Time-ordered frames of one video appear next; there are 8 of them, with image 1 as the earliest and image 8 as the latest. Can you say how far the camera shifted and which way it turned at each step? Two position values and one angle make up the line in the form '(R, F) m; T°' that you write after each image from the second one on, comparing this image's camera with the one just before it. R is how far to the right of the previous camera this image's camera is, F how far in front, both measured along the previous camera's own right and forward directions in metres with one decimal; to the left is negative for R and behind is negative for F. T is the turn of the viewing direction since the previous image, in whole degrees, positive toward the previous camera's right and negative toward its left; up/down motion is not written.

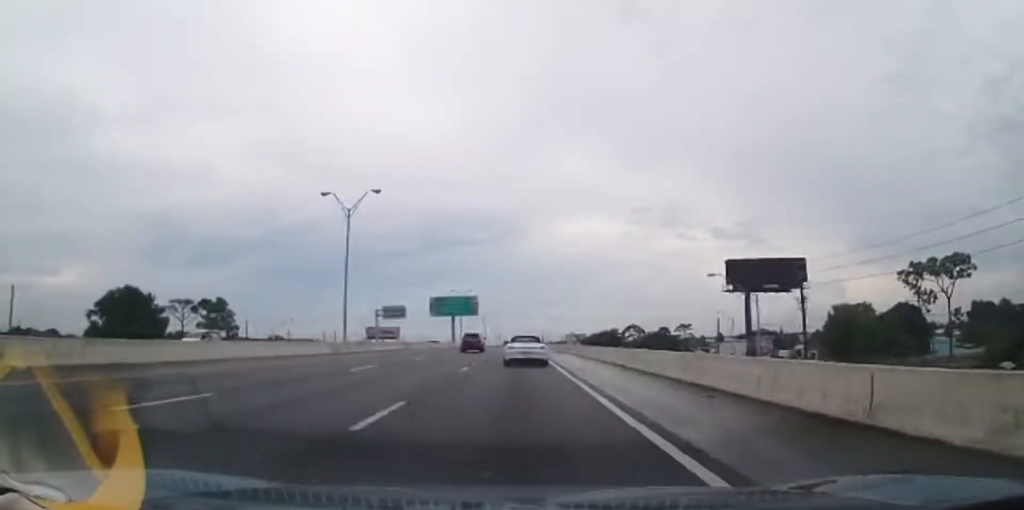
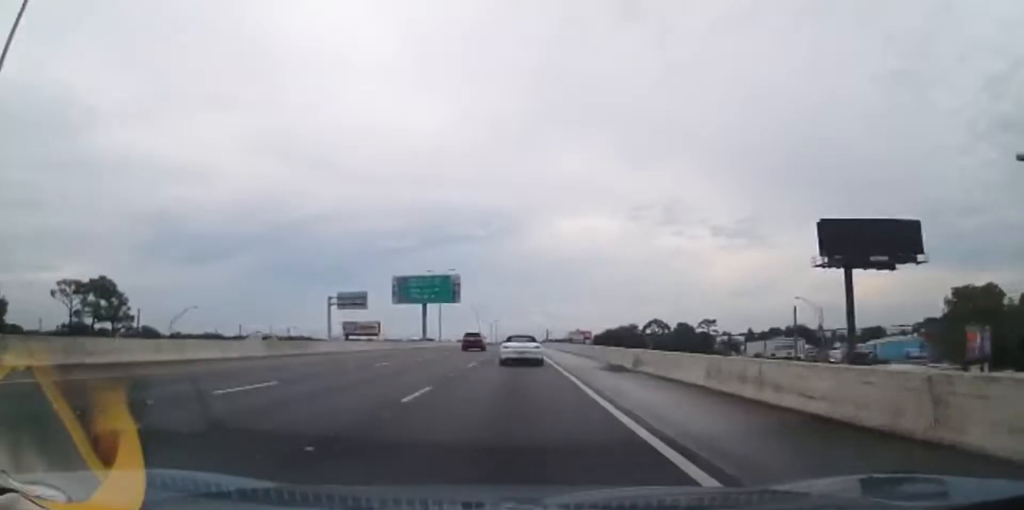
(-0.2, +33.4) m; -1°
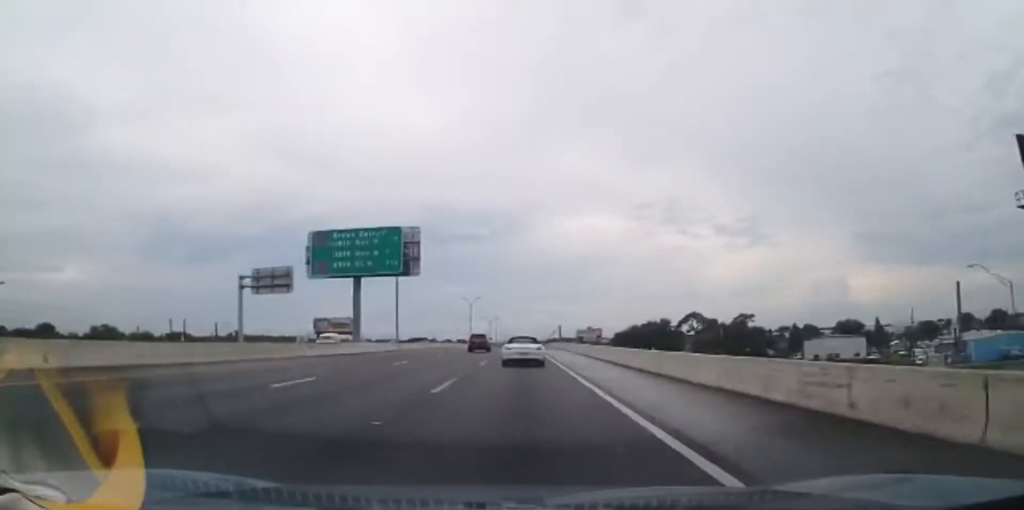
(-0.2, +34.2) m; 0°
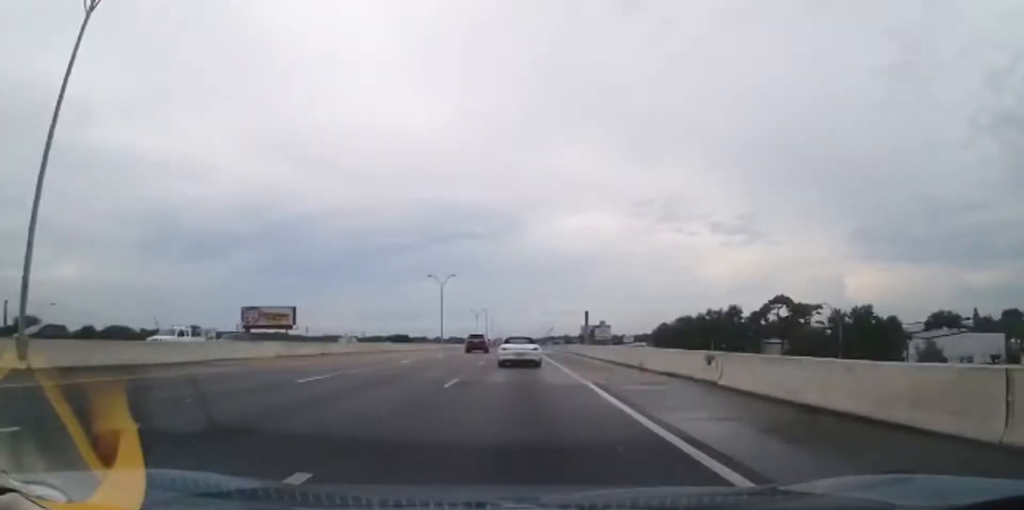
(+0.2, +47.1) m; +1°
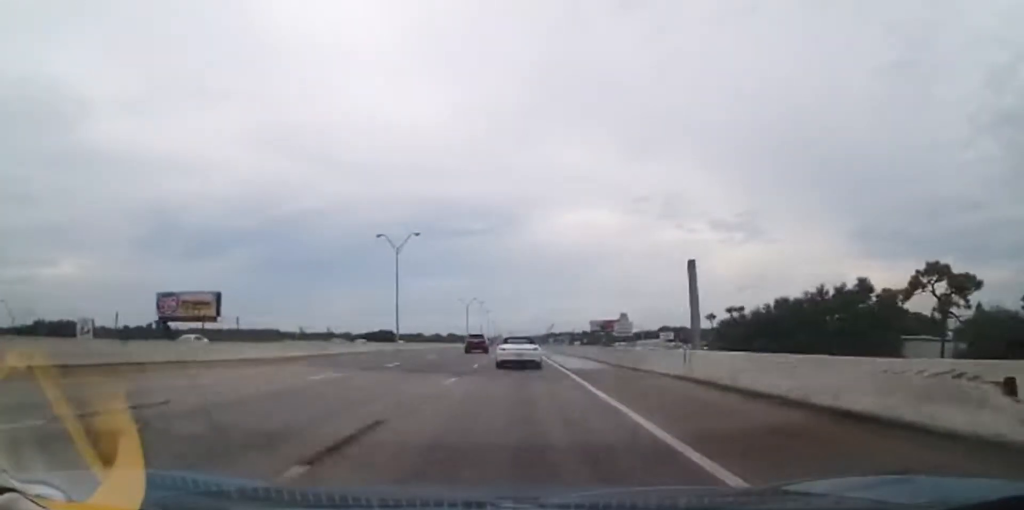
(+0.2, +34.6) m; 0°
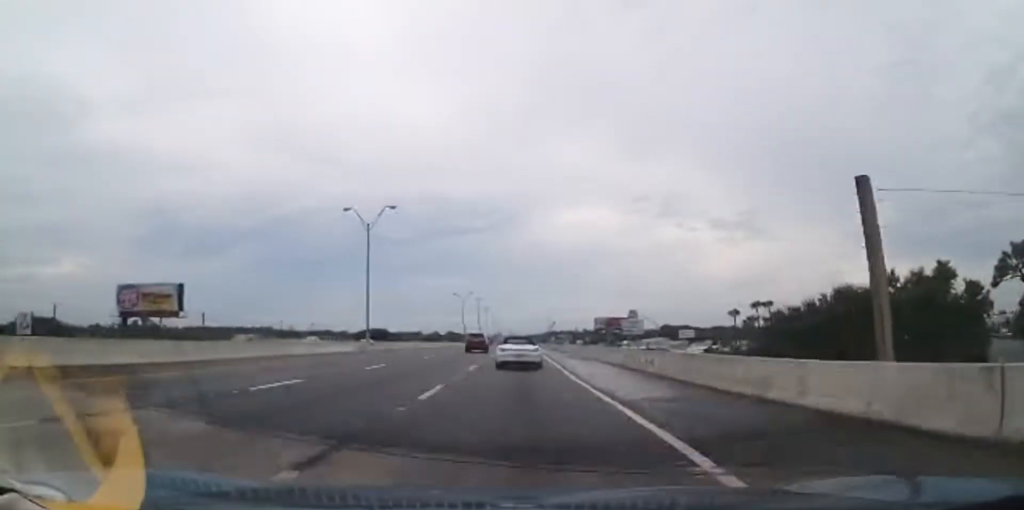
(0.0, +12.2) m; 0°
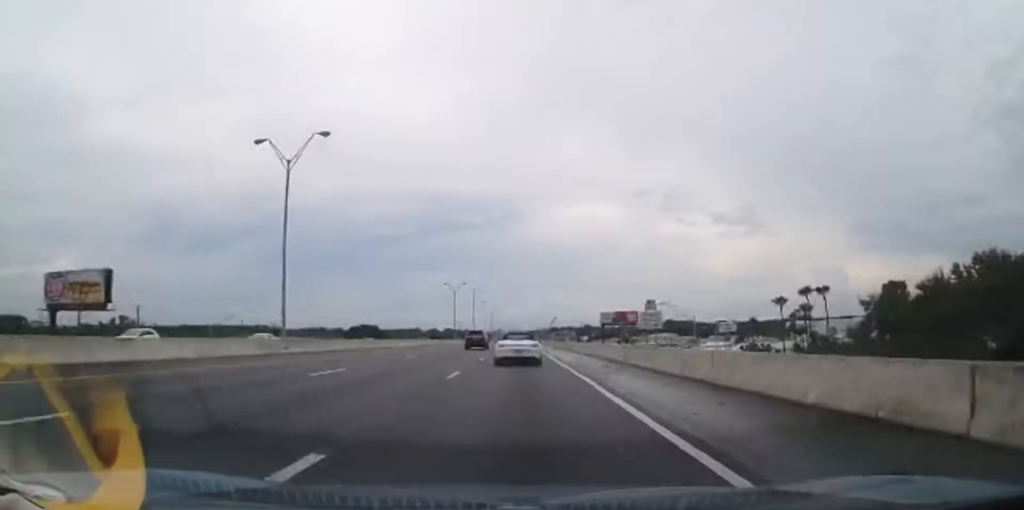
(-0.1, +18.1) m; 0°
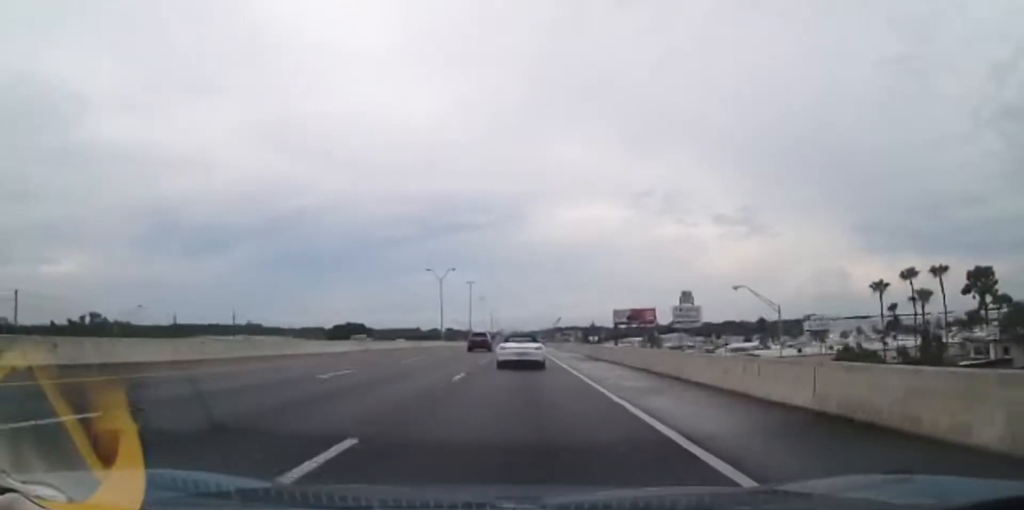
(-0.1, +24.0) m; 0°
